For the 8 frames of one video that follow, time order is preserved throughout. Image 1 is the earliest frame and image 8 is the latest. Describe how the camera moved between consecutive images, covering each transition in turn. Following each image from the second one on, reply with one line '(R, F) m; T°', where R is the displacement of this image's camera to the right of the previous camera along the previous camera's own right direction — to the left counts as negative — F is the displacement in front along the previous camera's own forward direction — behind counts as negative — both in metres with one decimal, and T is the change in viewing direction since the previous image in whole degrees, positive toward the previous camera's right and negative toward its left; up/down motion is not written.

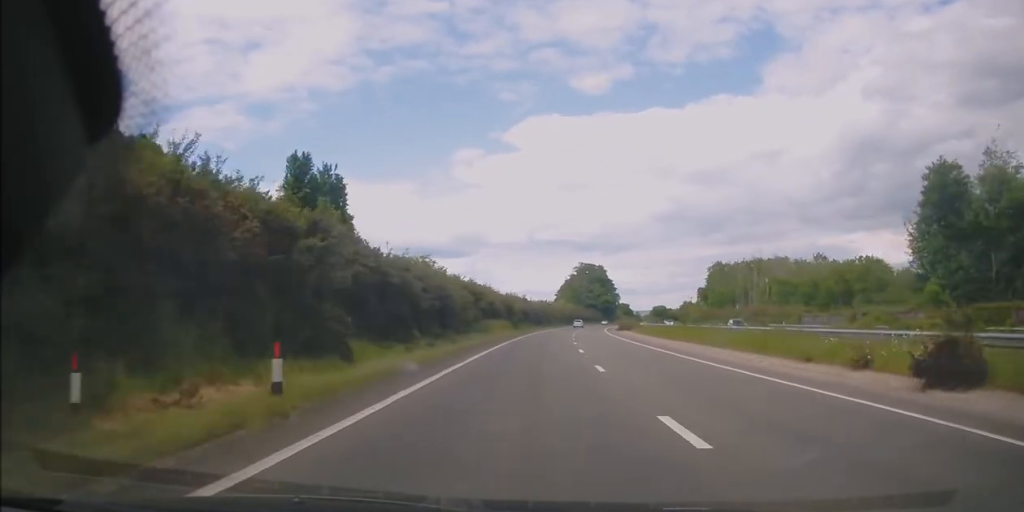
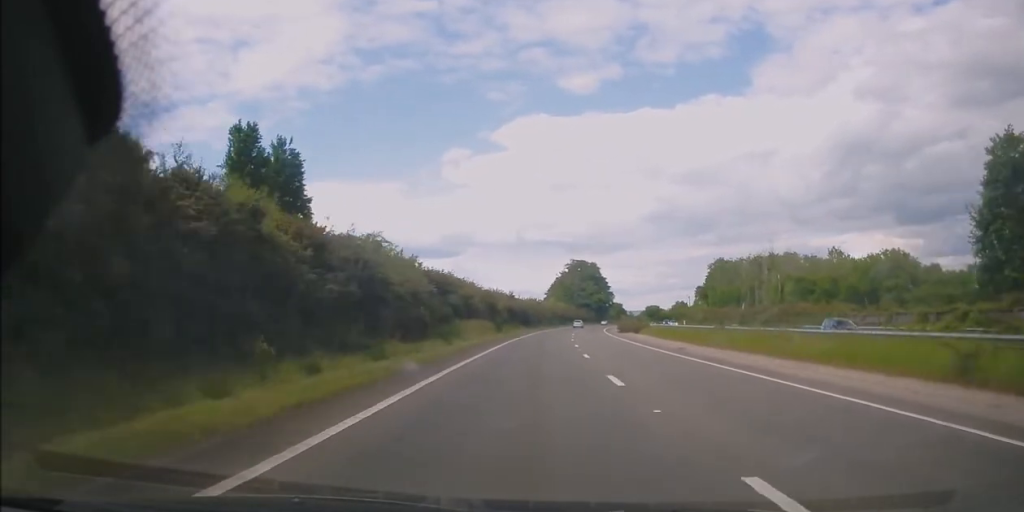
(+0.2, +12.6) m; +1°
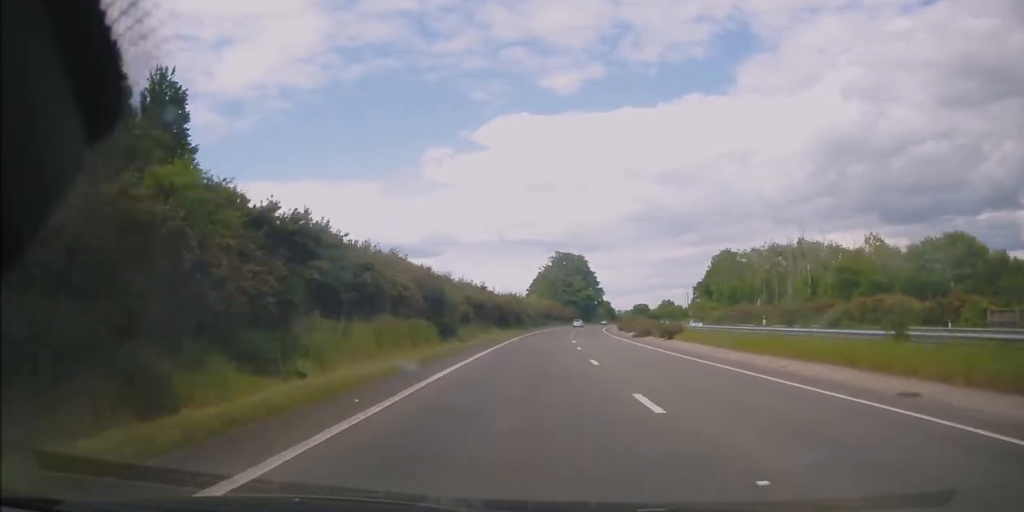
(+0.4, +22.2) m; +2°
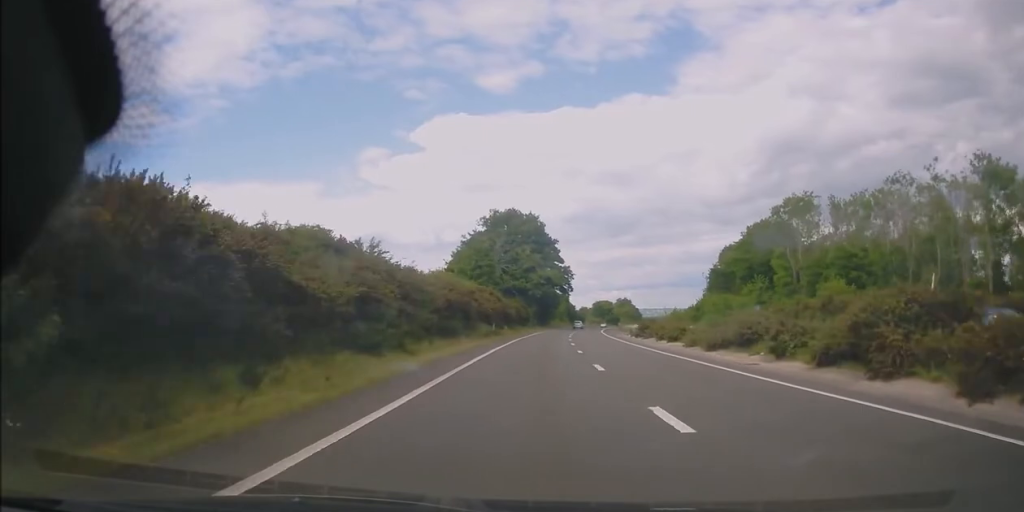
(+3.6, +75.7) m; +6°
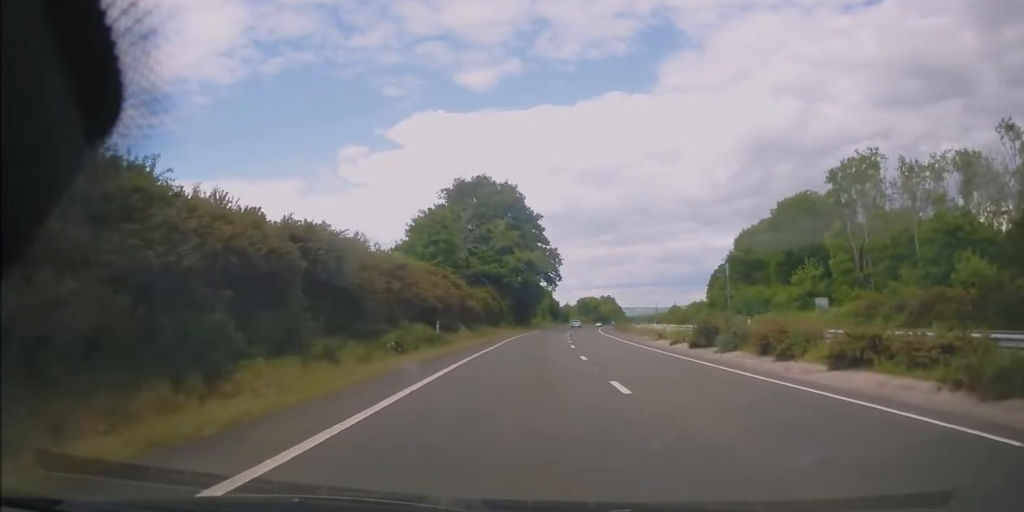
(+0.4, +24.4) m; +2°
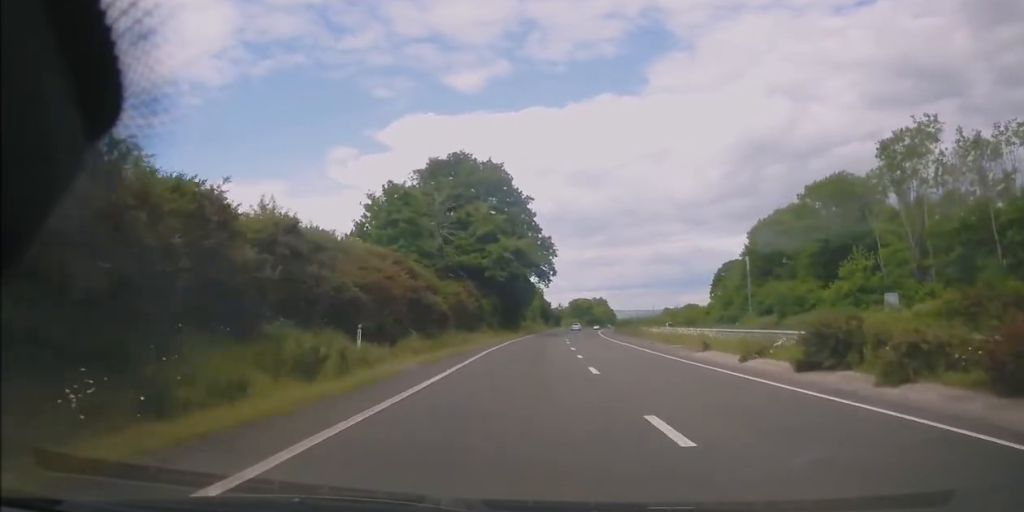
(-0.1, +13.7) m; +1°
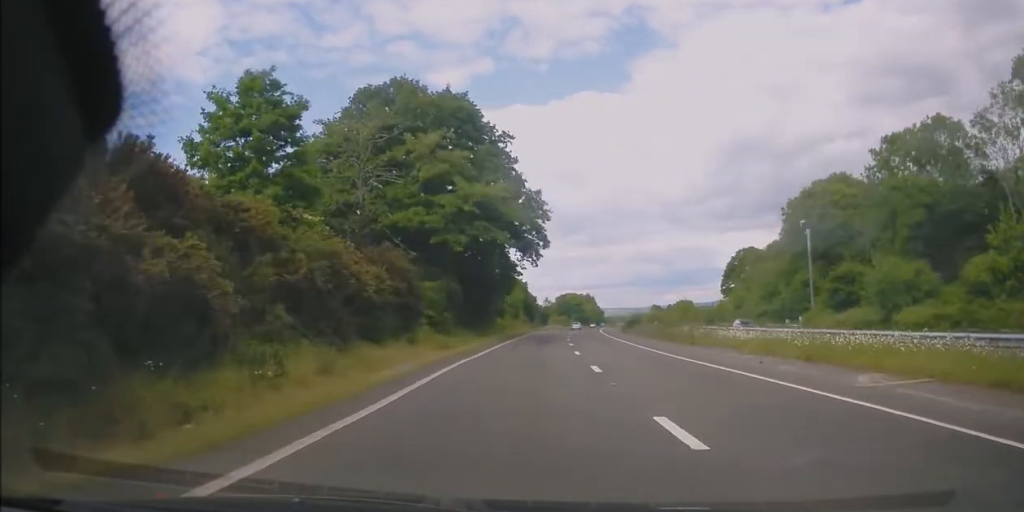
(+0.7, +23.5) m; +2°
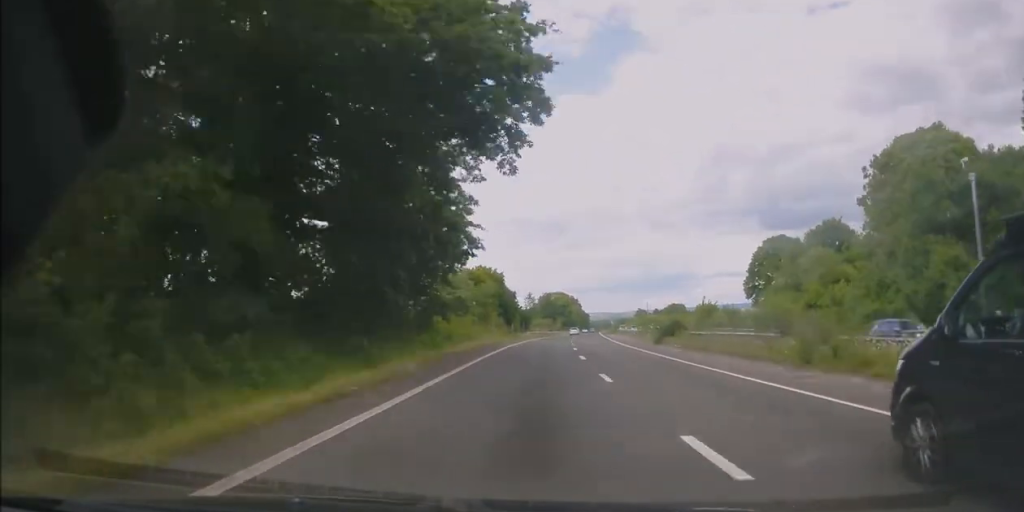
(+0.4, +28.4) m; +2°
